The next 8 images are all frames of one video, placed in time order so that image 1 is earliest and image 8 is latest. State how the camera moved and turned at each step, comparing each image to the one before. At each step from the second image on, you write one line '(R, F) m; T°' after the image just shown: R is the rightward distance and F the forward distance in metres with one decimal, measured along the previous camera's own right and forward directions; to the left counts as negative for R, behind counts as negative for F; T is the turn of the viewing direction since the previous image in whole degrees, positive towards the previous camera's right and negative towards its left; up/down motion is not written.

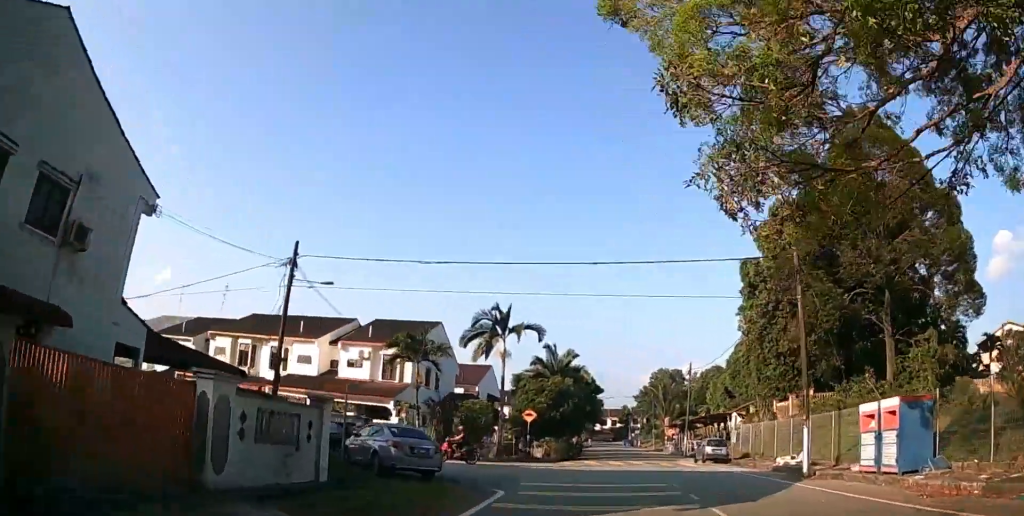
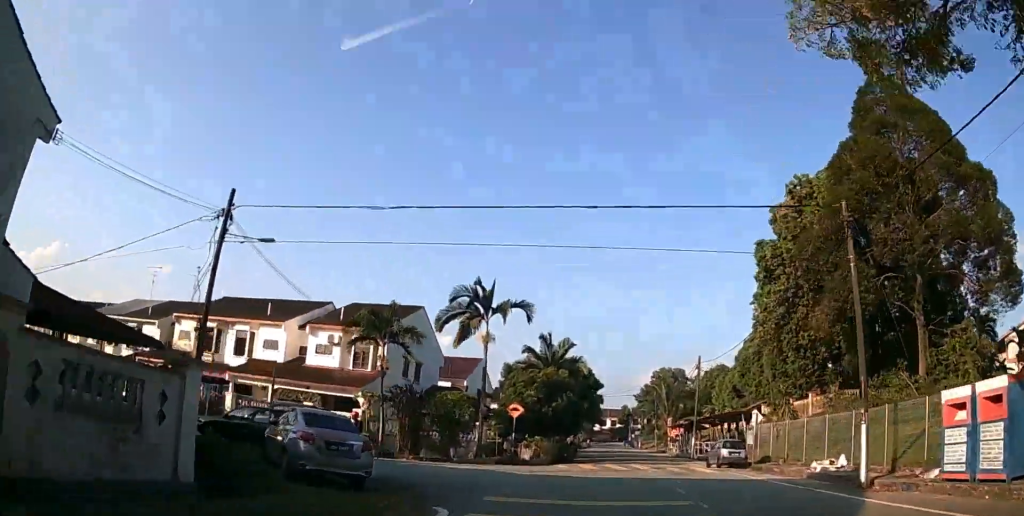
(0.0, +4.3) m; 0°
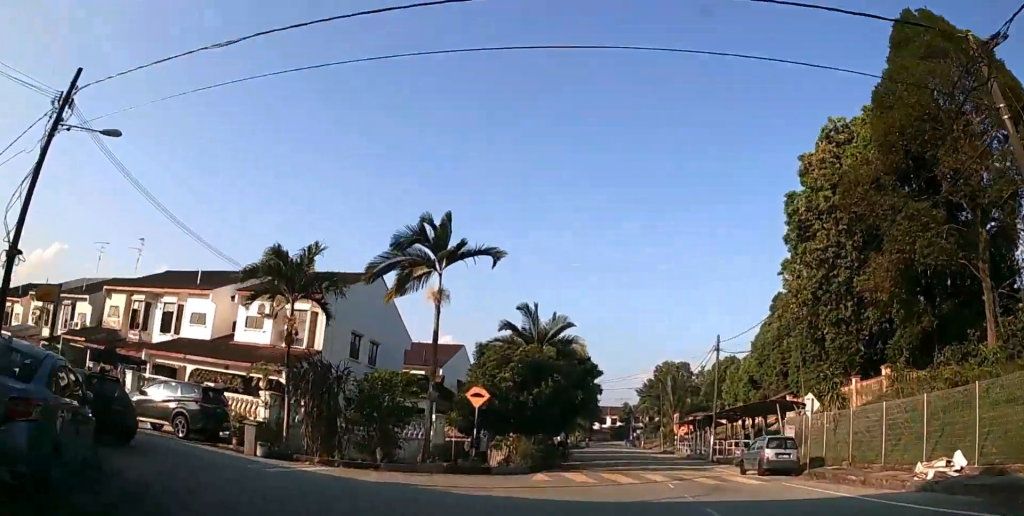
(-0.1, +7.1) m; -1°
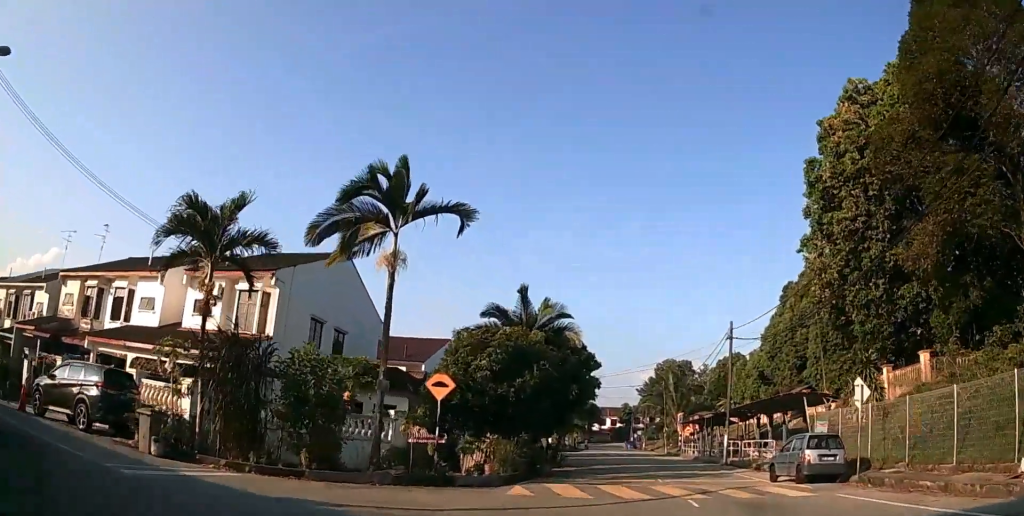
(0.0, +4.1) m; -1°
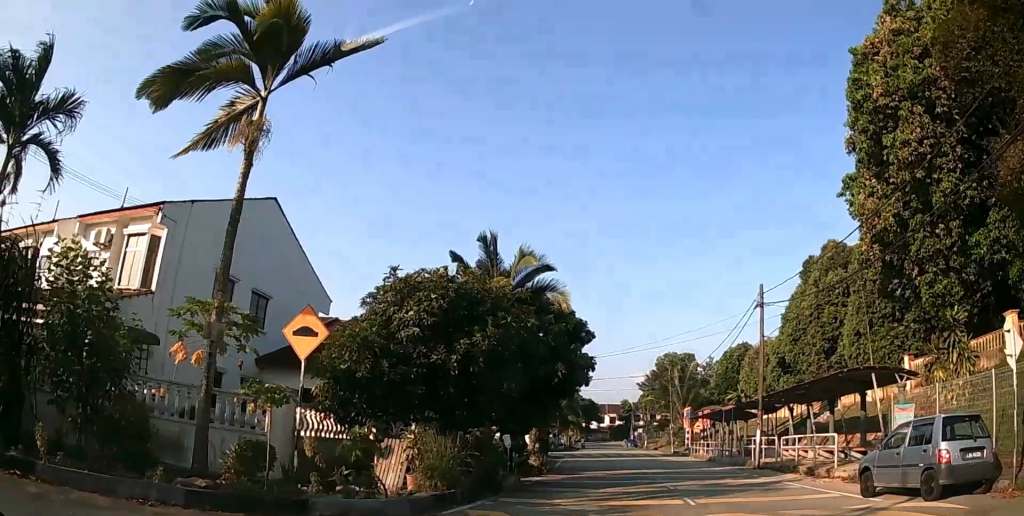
(-0.1, +6.6) m; 0°
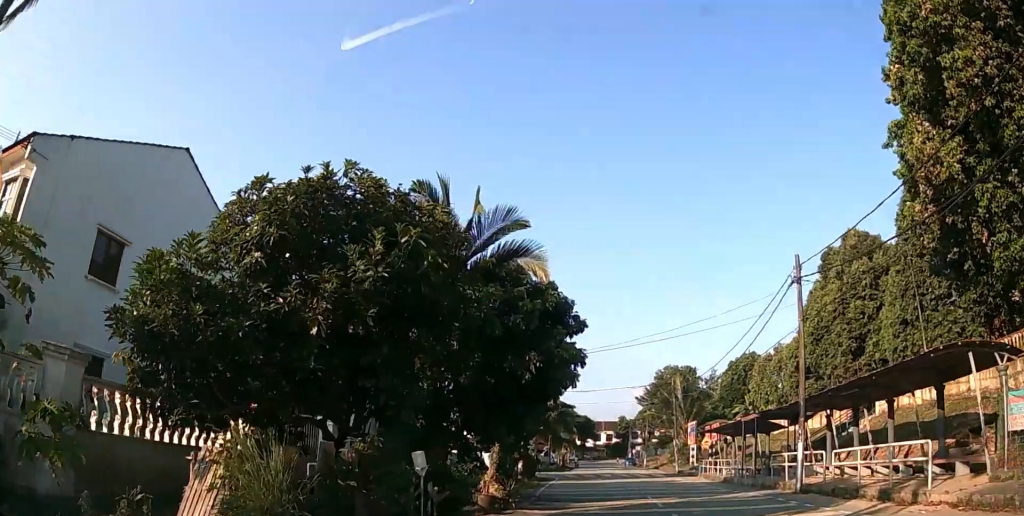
(+0.1, +5.3) m; +1°
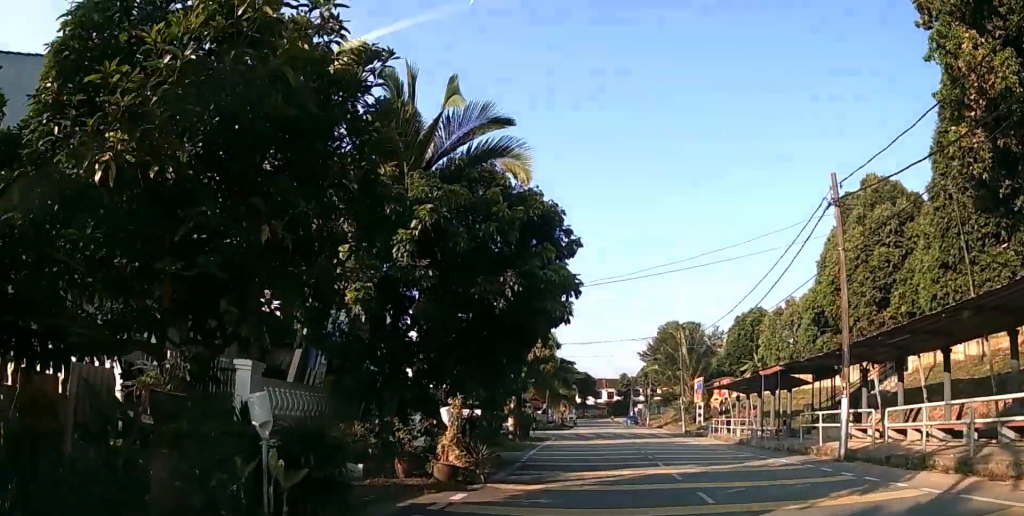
(0.0, +3.4) m; +1°
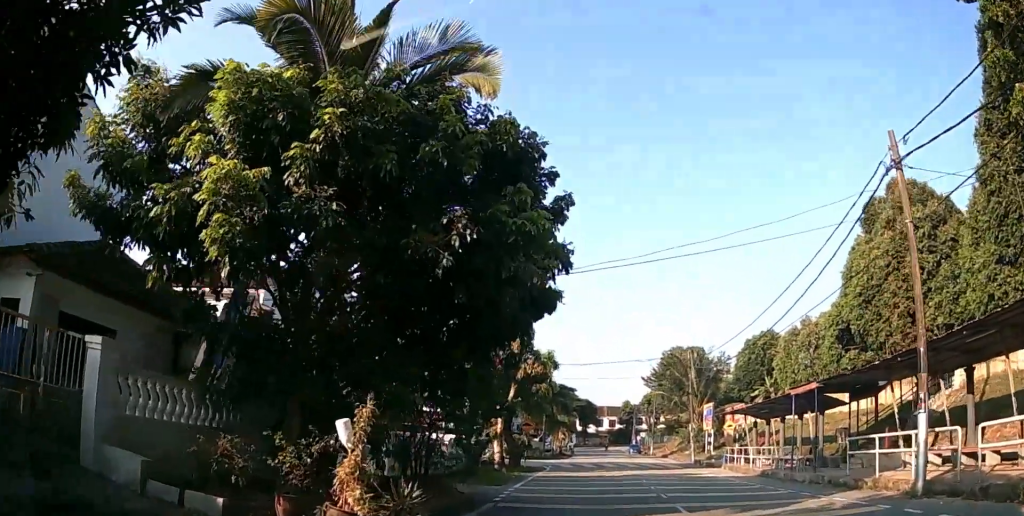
(+0.1, +4.0) m; +3°
